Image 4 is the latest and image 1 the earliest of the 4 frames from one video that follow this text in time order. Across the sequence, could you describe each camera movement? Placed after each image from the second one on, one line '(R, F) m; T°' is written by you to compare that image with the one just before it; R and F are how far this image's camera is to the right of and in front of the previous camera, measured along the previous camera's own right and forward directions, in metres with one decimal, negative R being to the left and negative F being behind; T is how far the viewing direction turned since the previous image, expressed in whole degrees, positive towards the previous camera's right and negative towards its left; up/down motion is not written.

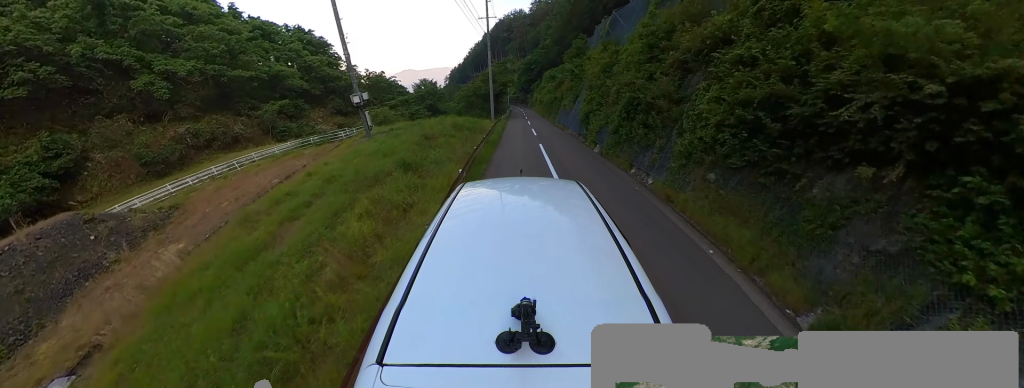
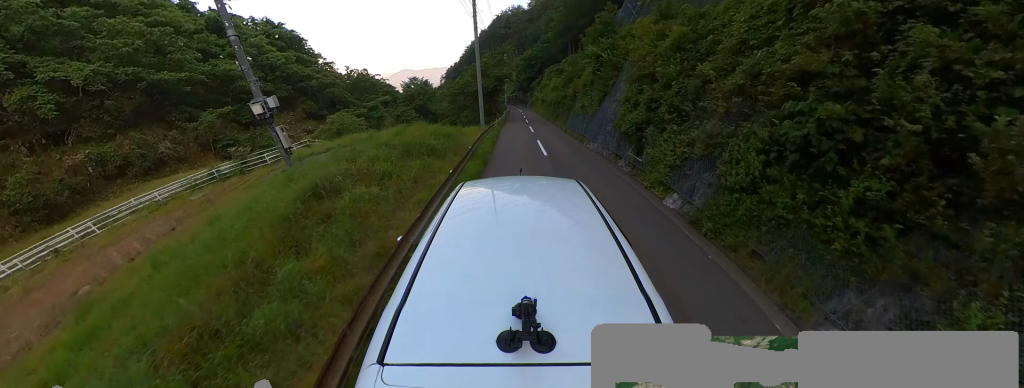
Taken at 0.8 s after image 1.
(-0.6, +8.7) m; 0°
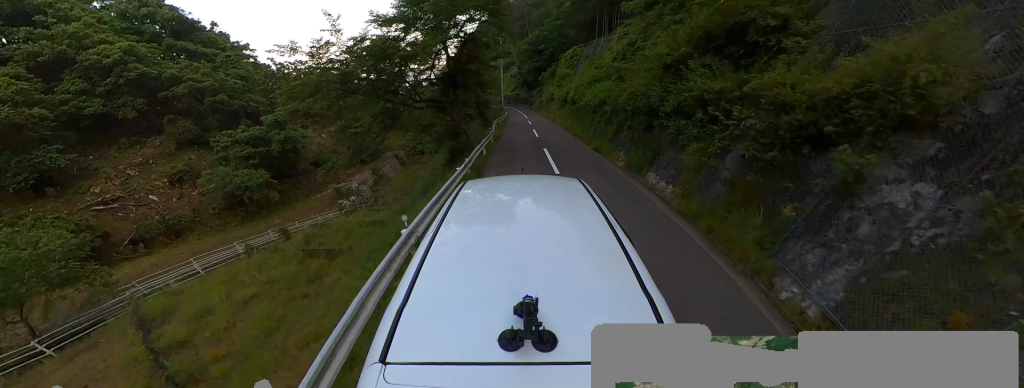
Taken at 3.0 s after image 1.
(-1.8, +24.4) m; -5°
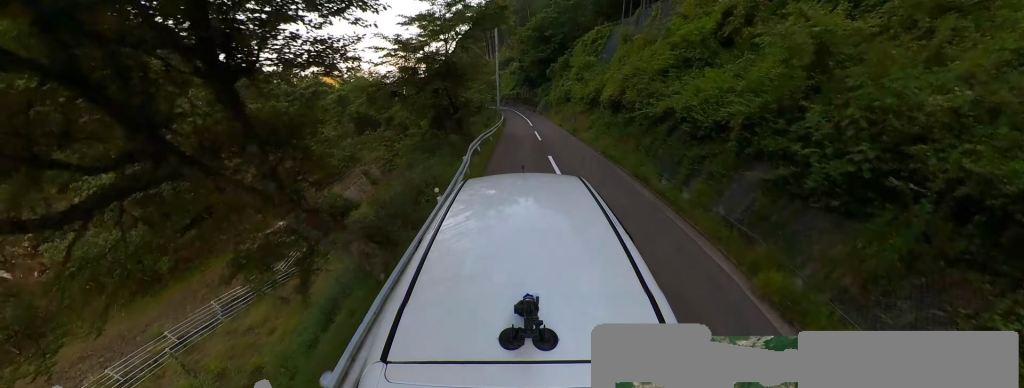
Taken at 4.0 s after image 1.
(+1.7, +12.5) m; 0°
